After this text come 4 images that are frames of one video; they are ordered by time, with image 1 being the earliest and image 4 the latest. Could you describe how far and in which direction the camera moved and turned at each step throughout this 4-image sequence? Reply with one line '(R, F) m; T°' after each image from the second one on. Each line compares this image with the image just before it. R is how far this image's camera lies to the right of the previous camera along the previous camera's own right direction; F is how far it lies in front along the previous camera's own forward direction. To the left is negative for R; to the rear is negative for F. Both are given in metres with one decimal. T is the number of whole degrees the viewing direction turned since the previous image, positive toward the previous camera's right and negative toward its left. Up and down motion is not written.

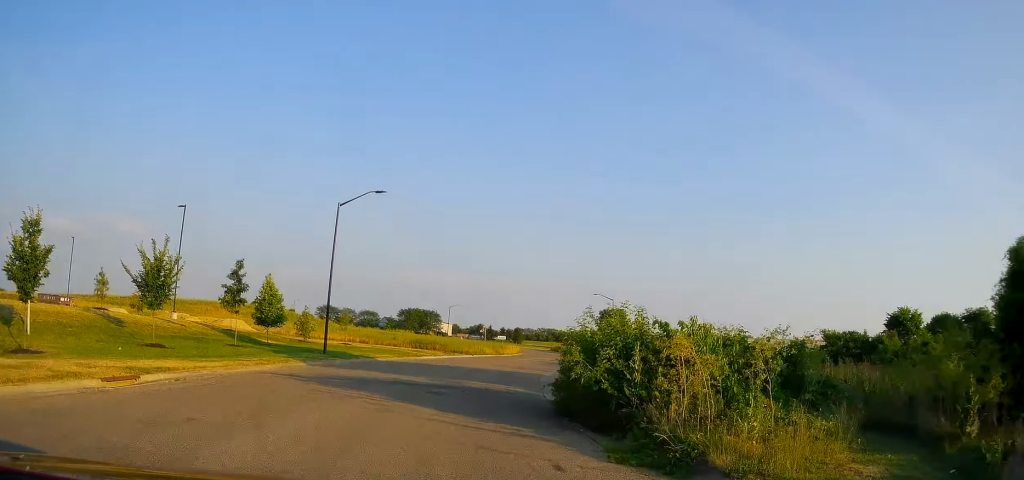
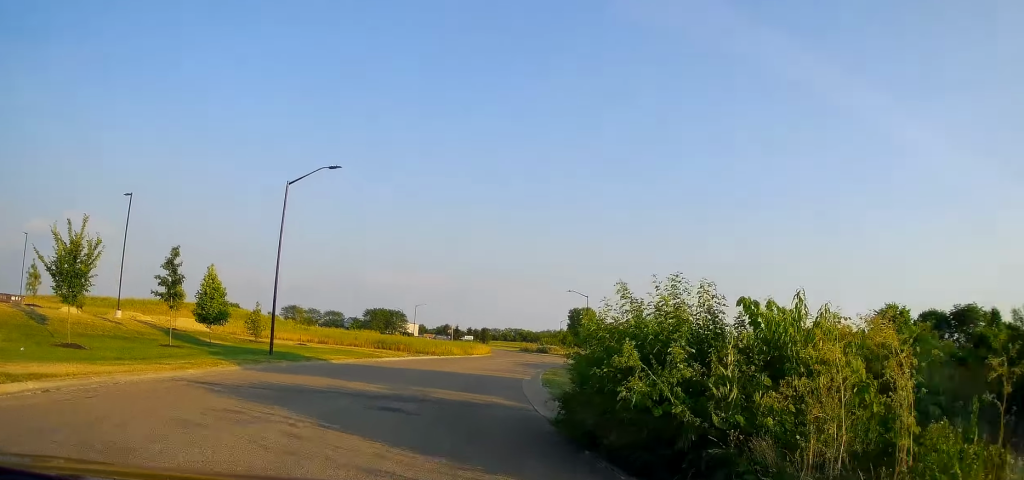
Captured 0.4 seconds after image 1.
(-0.2, +5.8) m; 0°
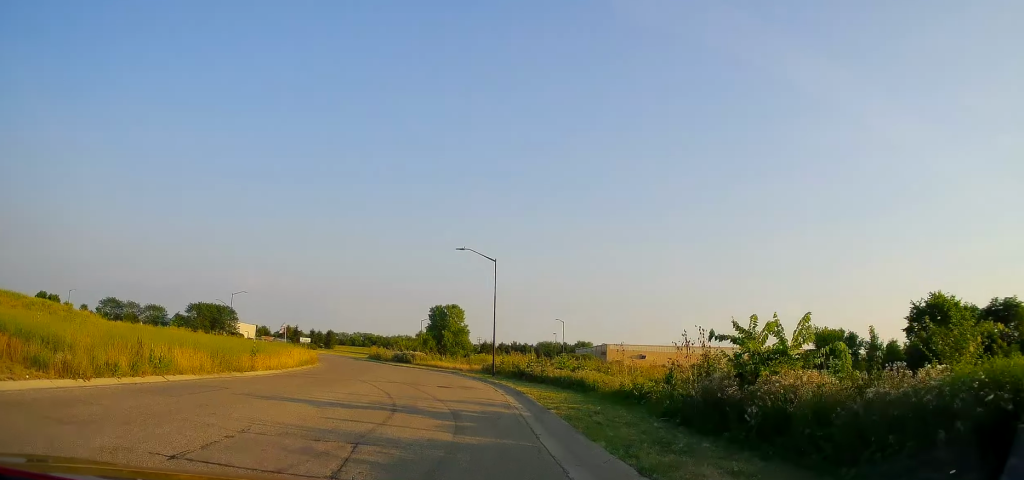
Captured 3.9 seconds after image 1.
(+3.9, +45.4) m; +9°
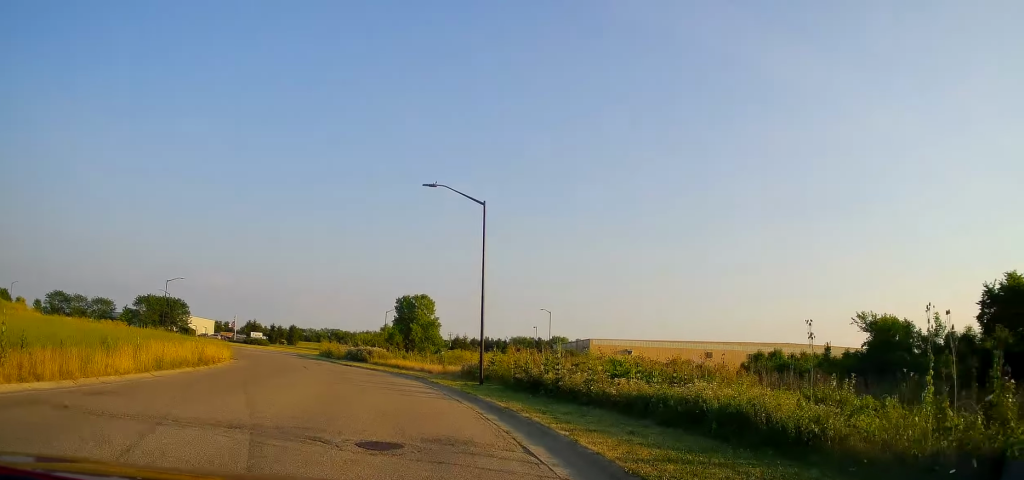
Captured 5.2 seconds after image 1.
(+0.3, +18.3) m; +4°
